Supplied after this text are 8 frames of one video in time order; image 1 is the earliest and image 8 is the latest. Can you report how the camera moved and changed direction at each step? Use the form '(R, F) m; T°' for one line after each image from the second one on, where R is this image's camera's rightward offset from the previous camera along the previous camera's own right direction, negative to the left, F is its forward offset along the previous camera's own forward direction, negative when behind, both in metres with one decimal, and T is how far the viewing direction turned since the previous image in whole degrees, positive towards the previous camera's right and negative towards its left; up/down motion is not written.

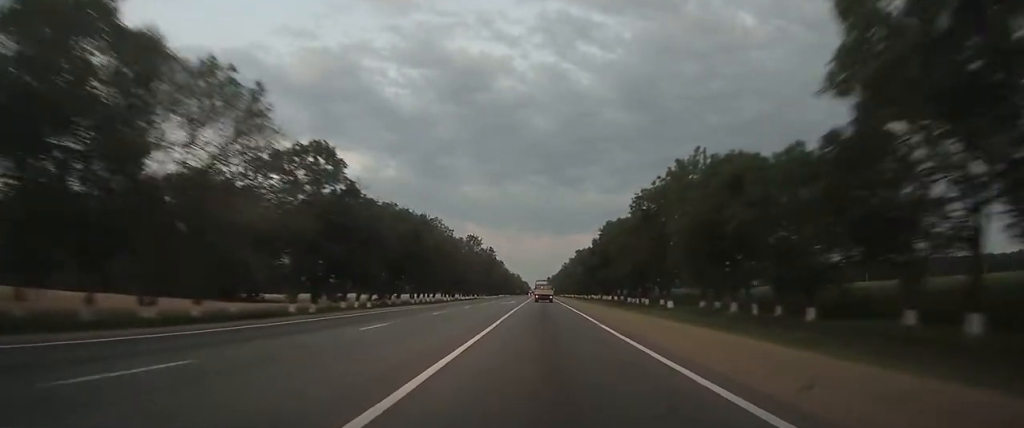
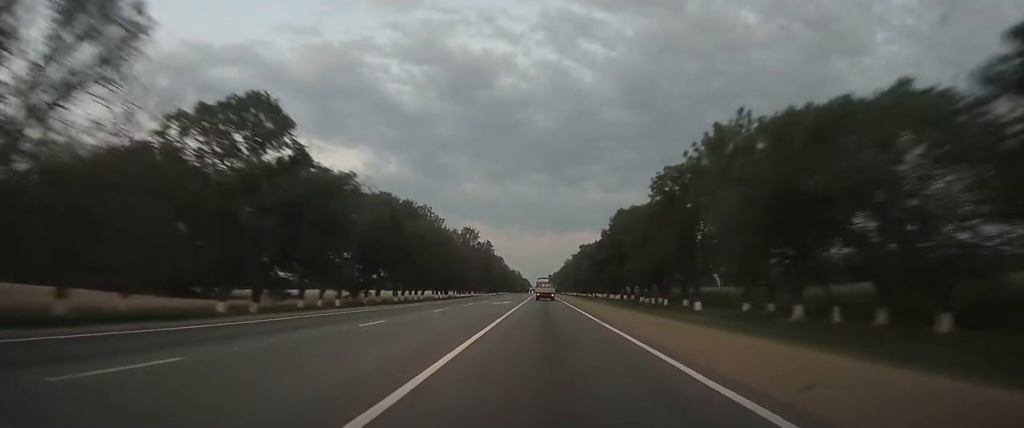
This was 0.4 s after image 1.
(0.0, +12.5) m; 0°
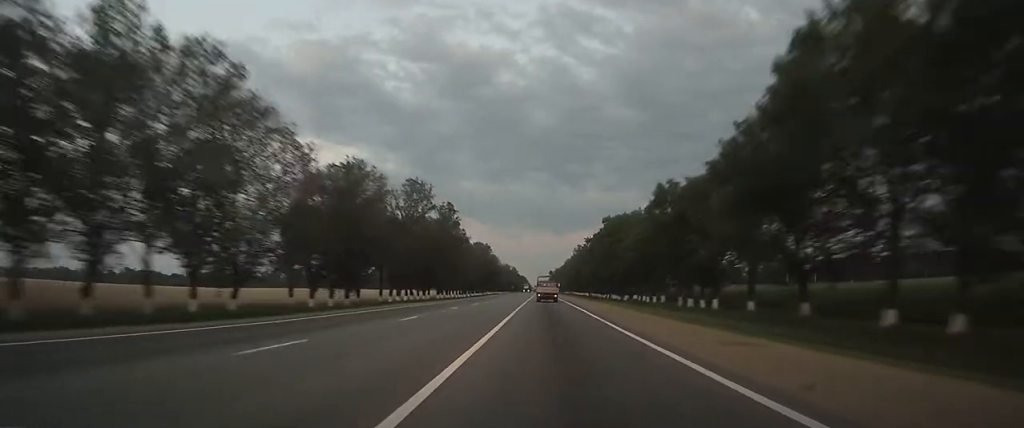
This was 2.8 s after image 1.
(+0.2, +68.2) m; +1°
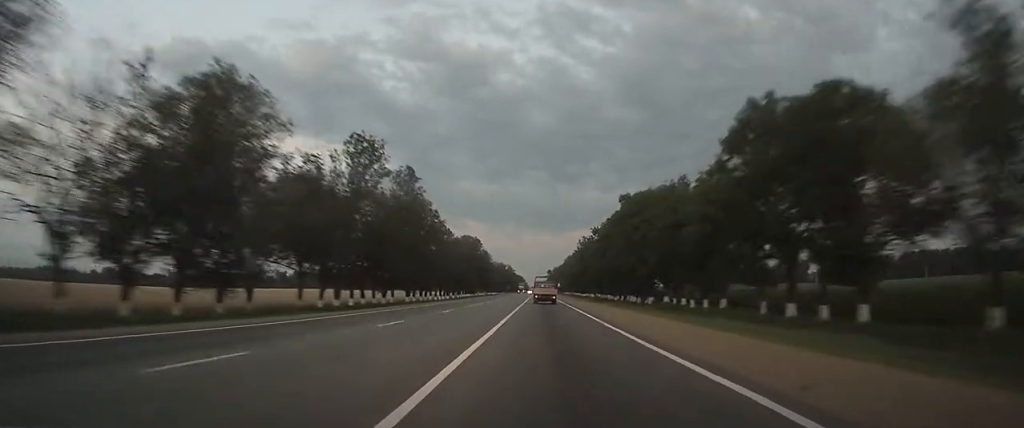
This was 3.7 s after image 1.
(+0.1, +26.8) m; 0°
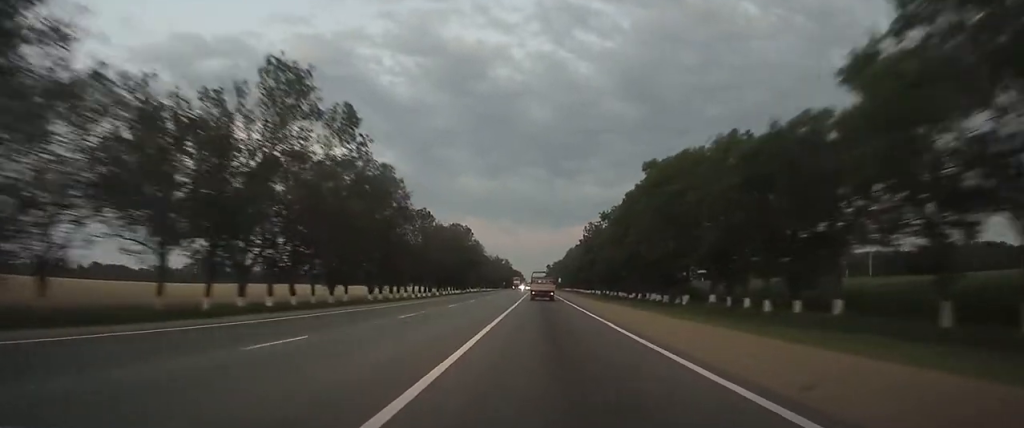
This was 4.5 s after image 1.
(0.0, +20.9) m; 0°
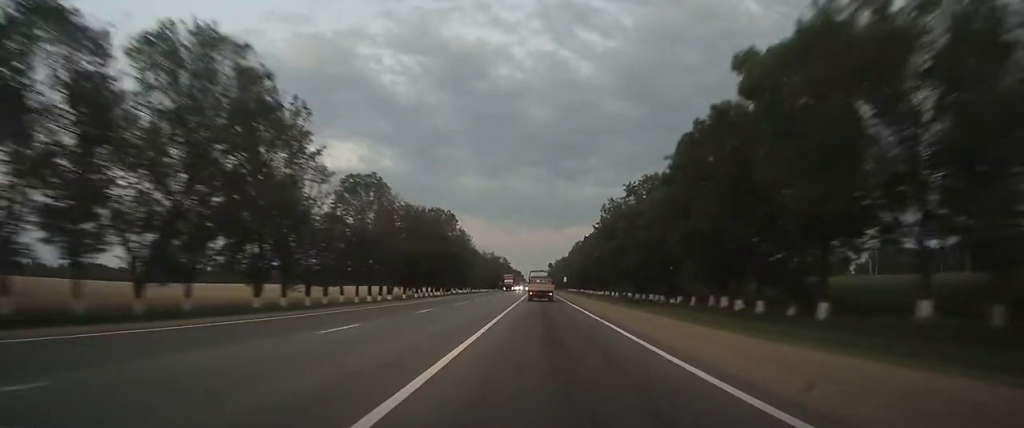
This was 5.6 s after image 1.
(0.0, +32.0) m; 0°
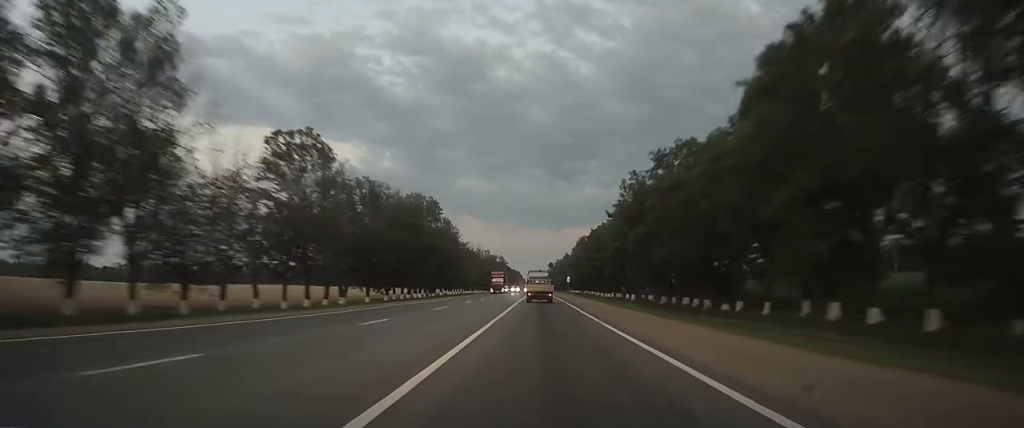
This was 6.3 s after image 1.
(0.0, +20.5) m; 0°
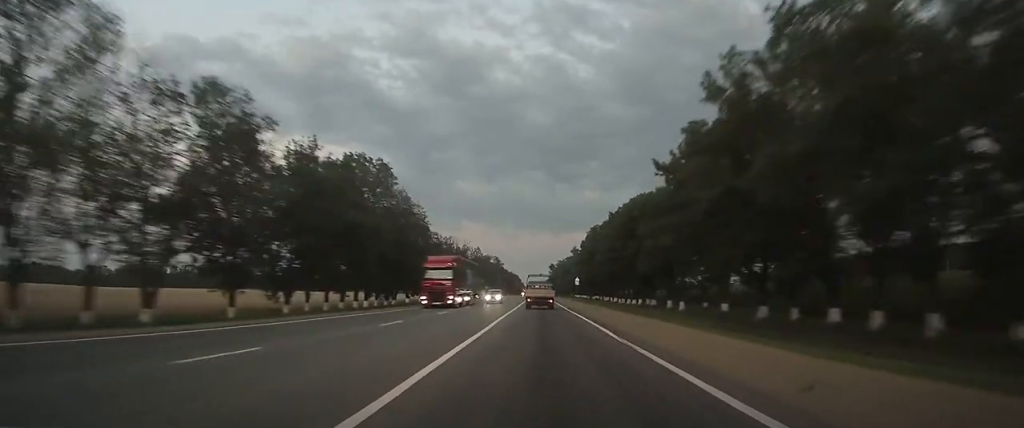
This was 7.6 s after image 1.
(-0.2, +34.2) m; 0°
